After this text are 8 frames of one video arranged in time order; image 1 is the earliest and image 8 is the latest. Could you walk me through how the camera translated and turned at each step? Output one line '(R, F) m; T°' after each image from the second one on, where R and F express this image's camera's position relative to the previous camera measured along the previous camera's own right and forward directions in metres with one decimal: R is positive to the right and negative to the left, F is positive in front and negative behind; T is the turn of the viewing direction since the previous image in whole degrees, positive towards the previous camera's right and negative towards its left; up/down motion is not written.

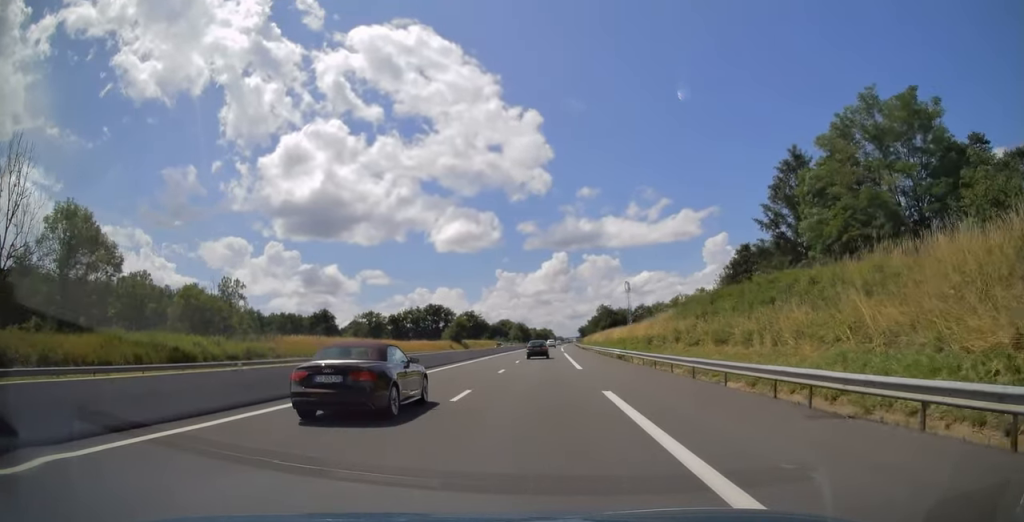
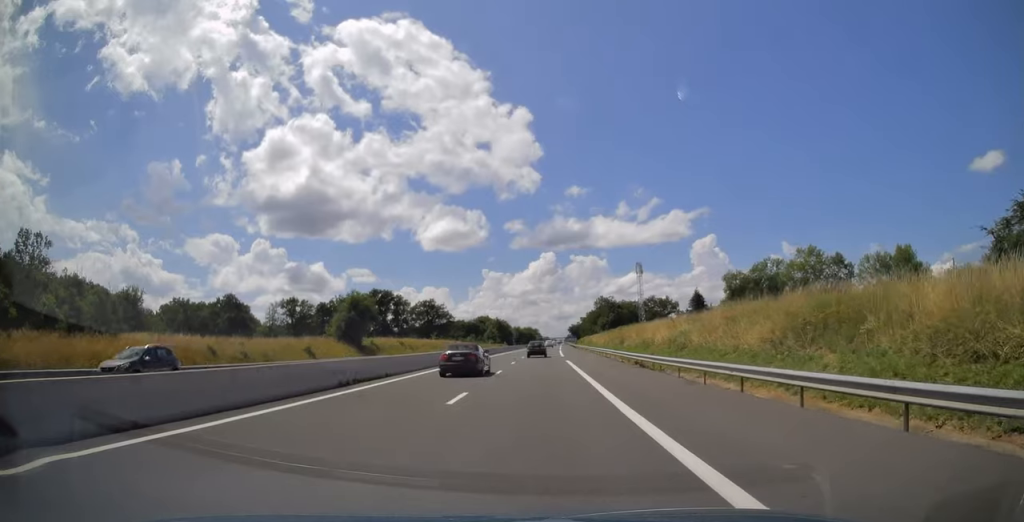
(+1.3, +77.4) m; +1°
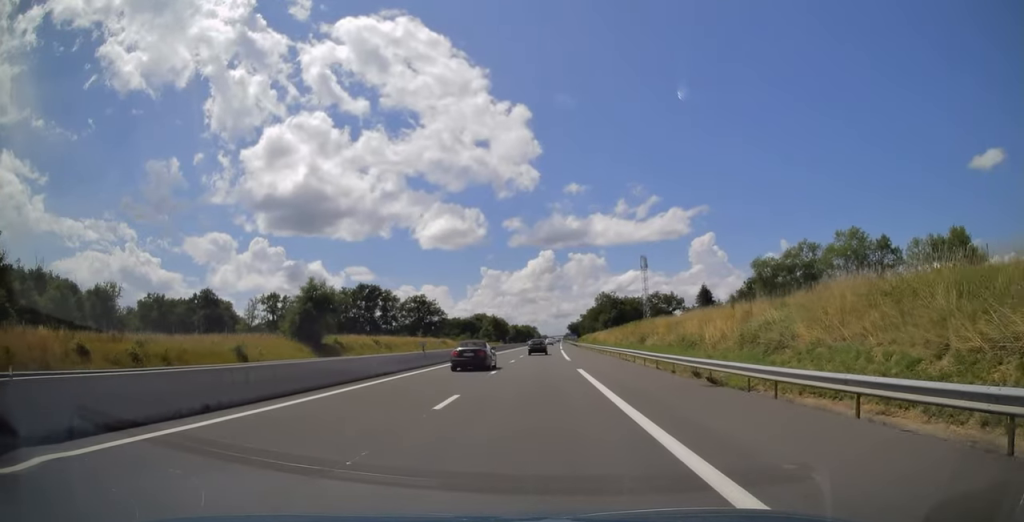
(0.0, +14.4) m; 0°
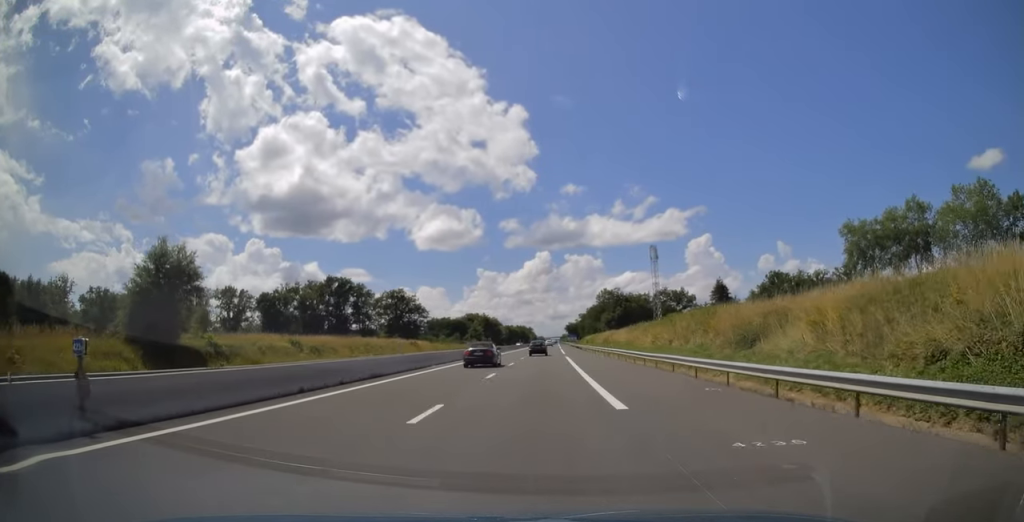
(0.0, +27.7) m; 0°
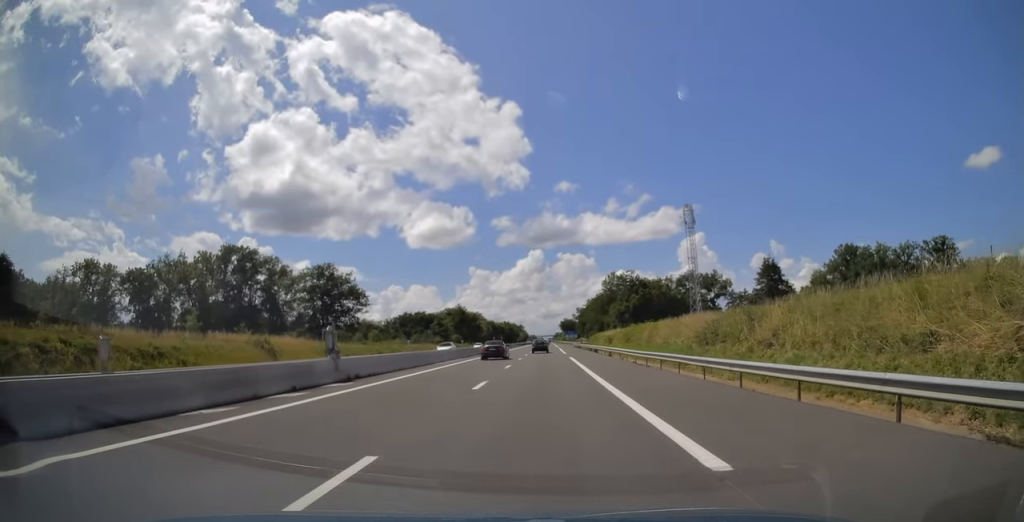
(+0.6, +57.4) m; +1°
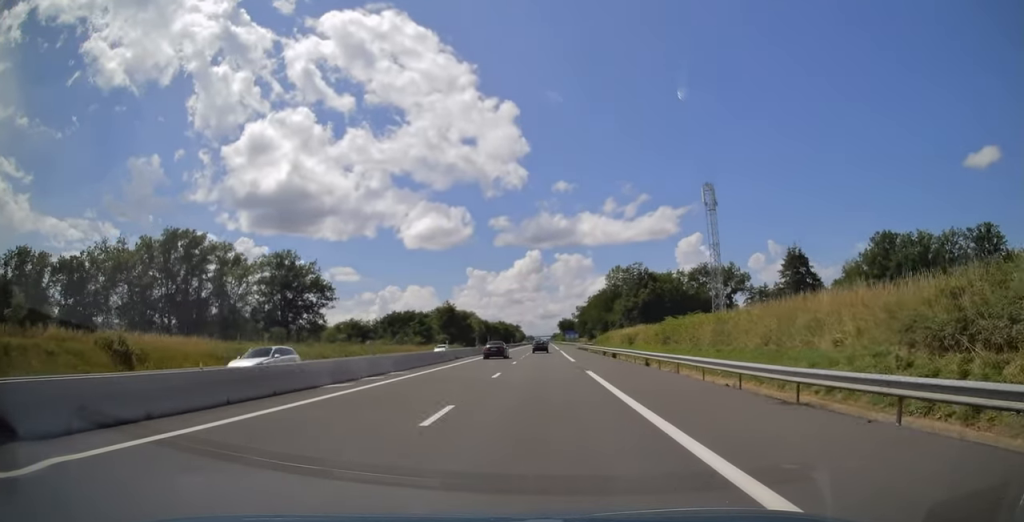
(-0.3, +20.0) m; 0°
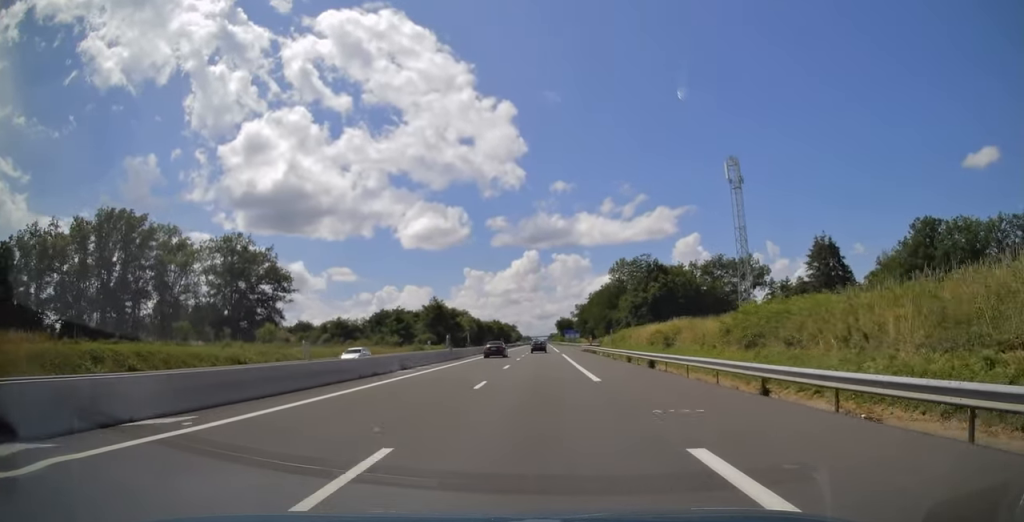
(+0.2, +17.9) m; 0°
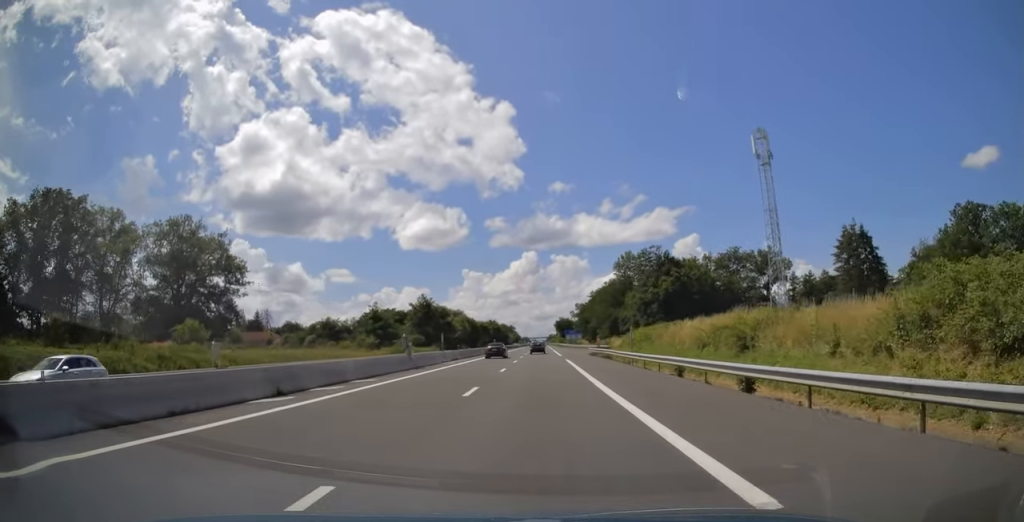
(+0.1, +14.8) m; 0°
